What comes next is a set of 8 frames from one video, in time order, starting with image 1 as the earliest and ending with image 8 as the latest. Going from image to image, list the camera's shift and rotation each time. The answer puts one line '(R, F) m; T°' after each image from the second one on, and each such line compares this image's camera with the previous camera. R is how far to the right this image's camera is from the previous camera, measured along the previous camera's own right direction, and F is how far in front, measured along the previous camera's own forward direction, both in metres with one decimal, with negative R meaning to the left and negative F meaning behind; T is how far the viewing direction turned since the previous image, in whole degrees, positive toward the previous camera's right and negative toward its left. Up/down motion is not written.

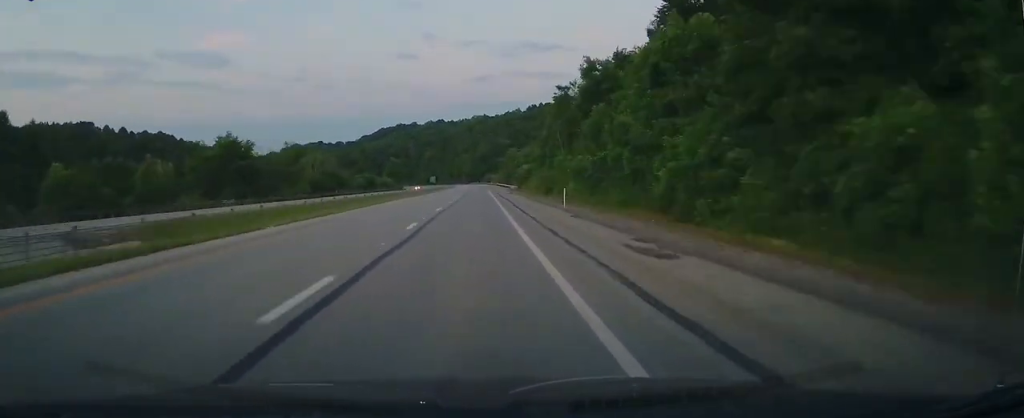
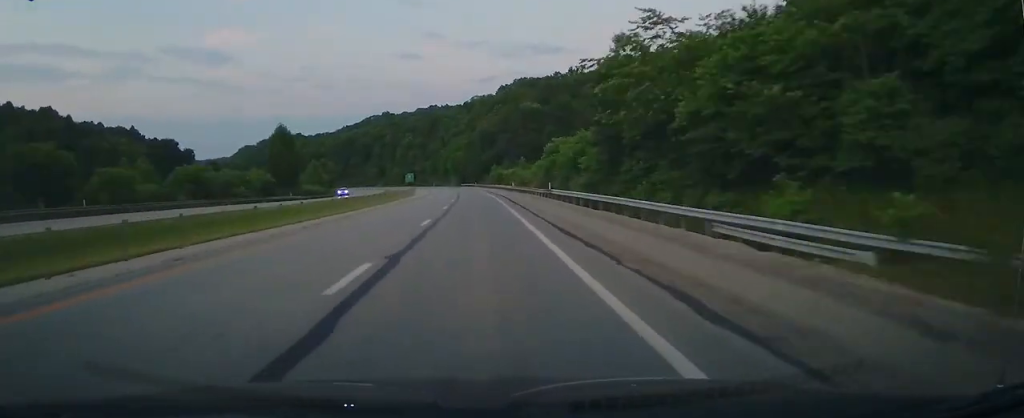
(-3.0, +101.9) m; -5°
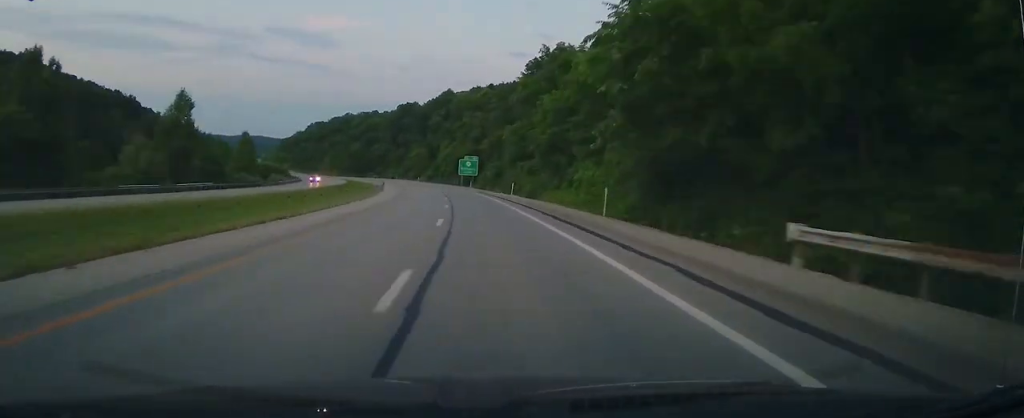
(-9.4, +127.7) m; -11°
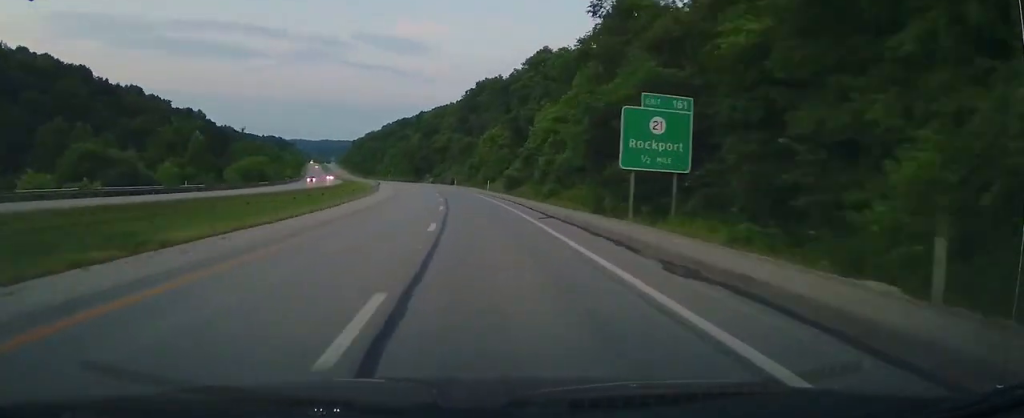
(-3.6, +81.2) m; -7°
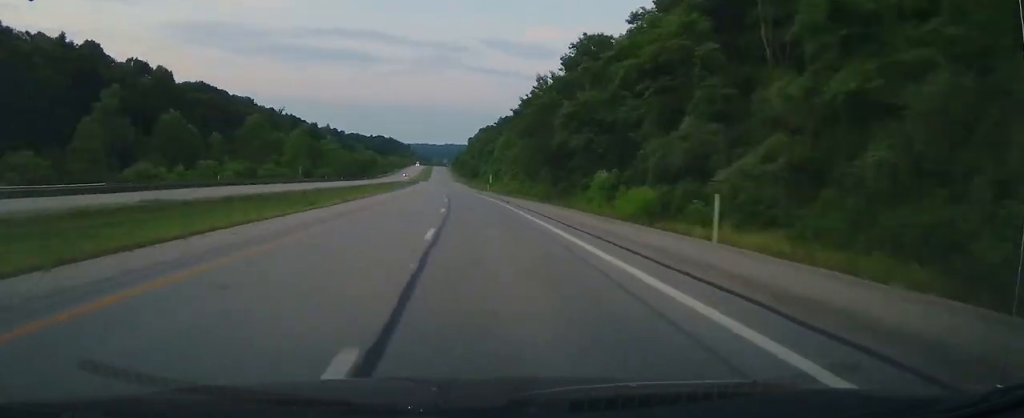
(-11.8, +121.7) m; -8°
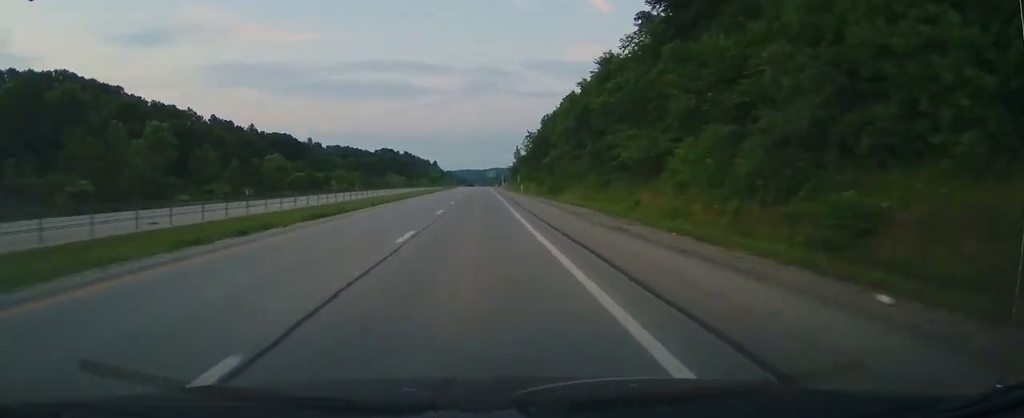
(-23.3, +338.5) m; -4°
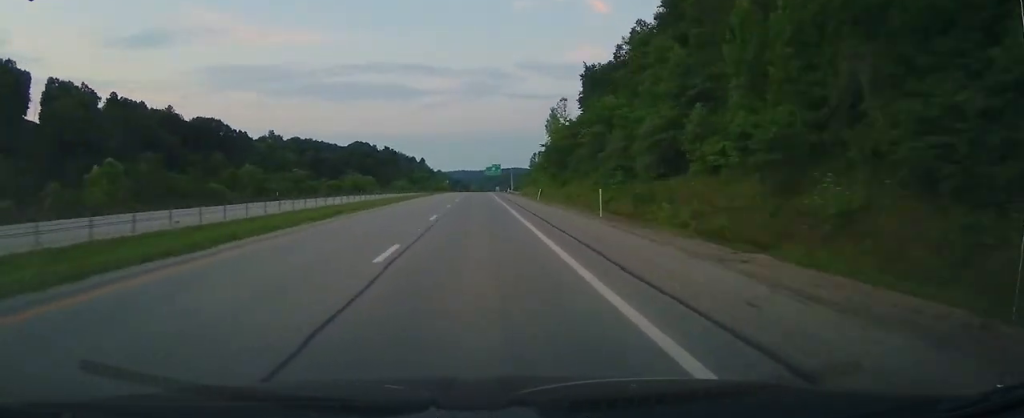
(+0.5, +115.4) m; 0°
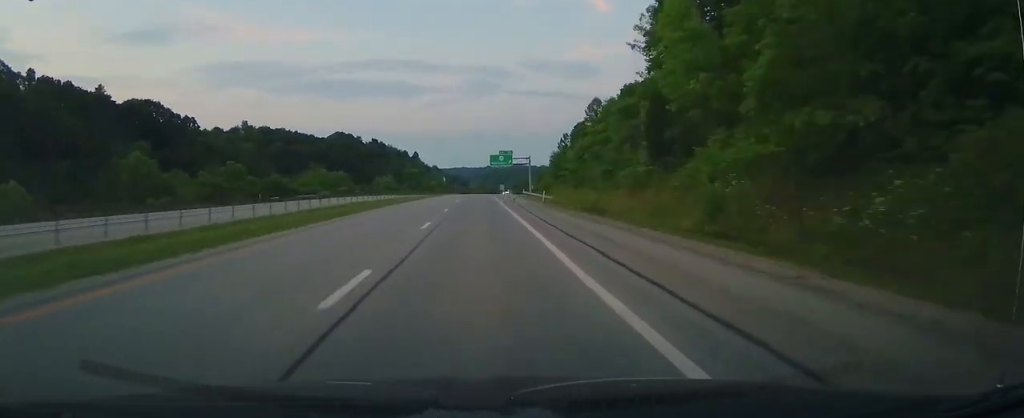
(+0.2, +66.7) m; 0°
